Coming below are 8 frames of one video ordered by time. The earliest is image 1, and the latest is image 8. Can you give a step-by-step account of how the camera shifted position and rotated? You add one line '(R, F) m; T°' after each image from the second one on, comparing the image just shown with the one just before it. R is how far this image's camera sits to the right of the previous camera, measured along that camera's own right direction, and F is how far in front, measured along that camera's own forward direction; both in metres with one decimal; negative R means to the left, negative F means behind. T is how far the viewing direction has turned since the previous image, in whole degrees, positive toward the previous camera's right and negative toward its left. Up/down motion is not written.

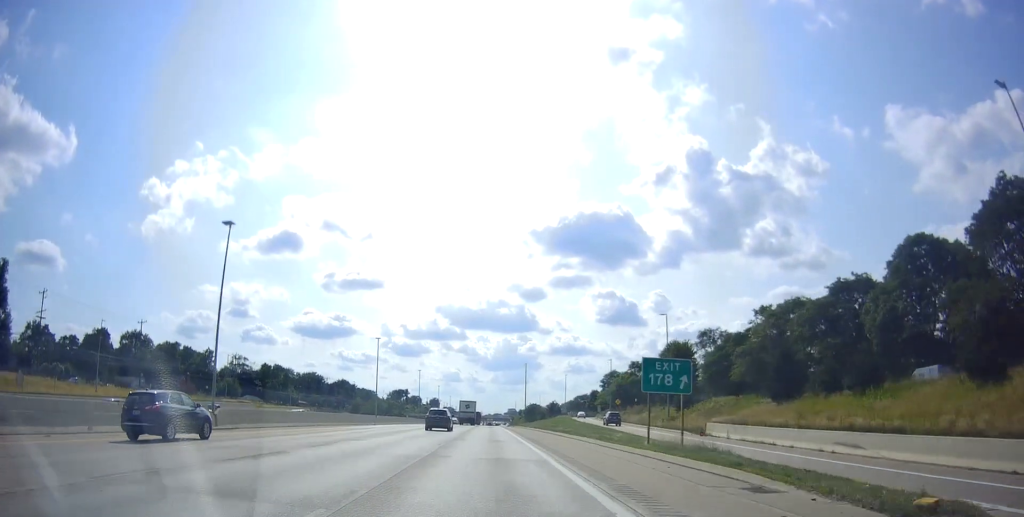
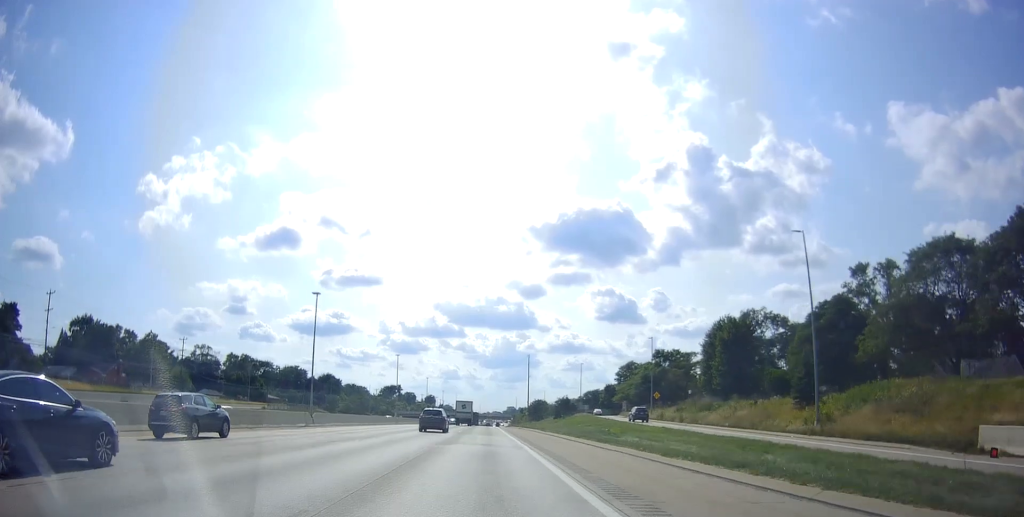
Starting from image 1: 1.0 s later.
(+0.3, +32.6) m; 0°
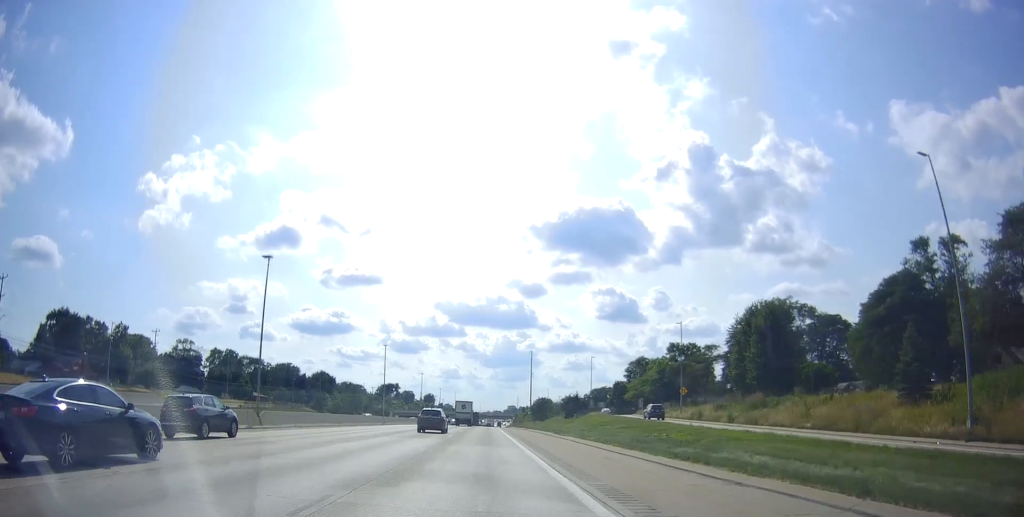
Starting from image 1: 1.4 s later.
(+0.2, +14.1) m; 0°
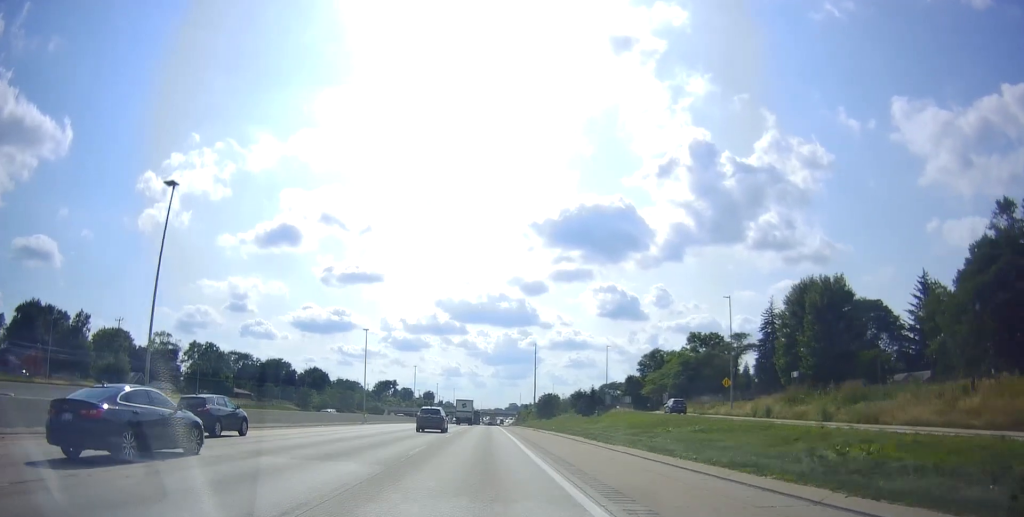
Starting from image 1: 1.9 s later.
(-0.2, +16.2) m; -1°
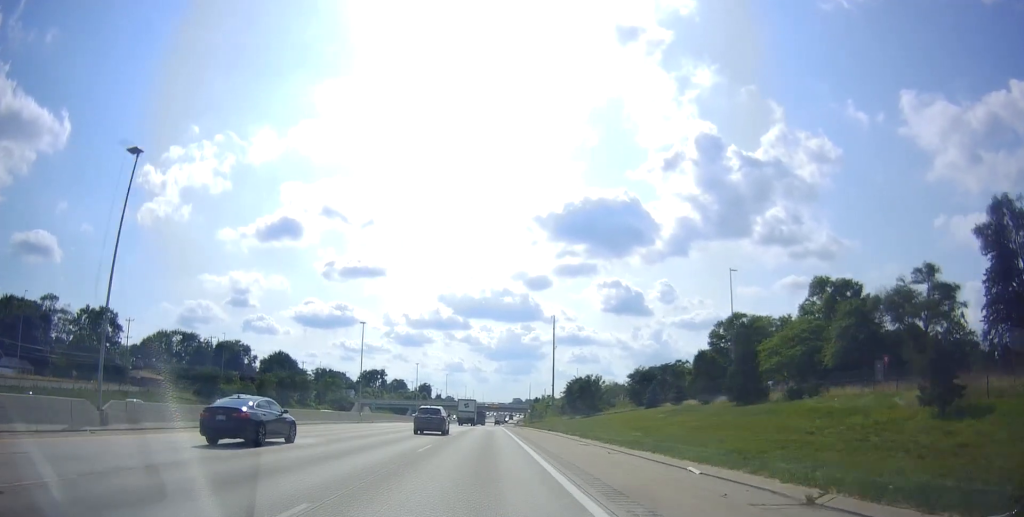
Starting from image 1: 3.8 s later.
(-0.9, +59.4) m; -1°
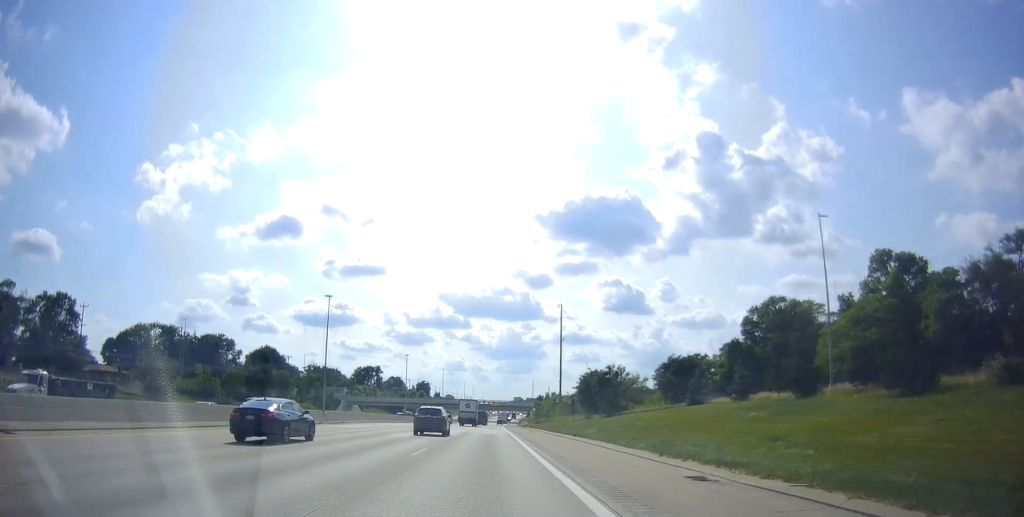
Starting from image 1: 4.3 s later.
(-0.3, +17.3) m; 0°
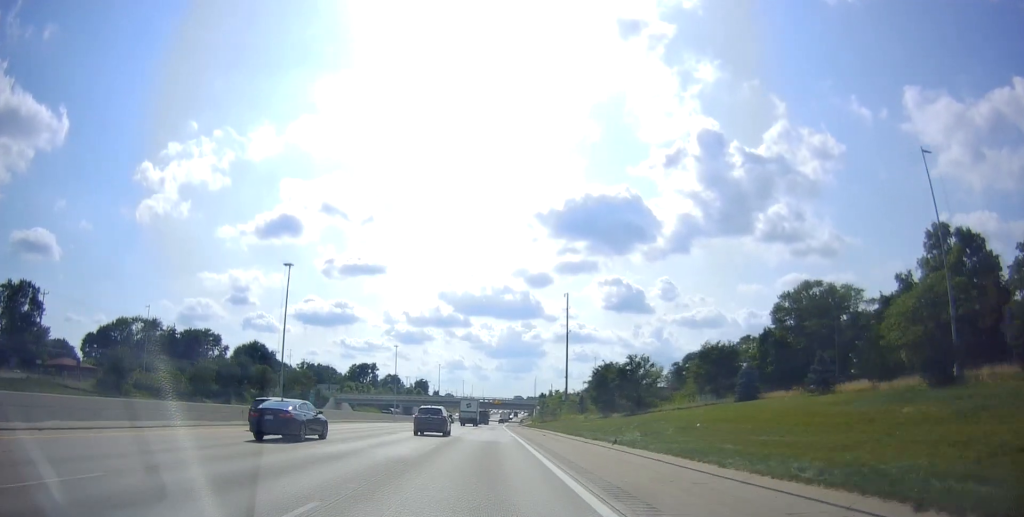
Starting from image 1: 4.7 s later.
(+0.1, +13.0) m; 0°
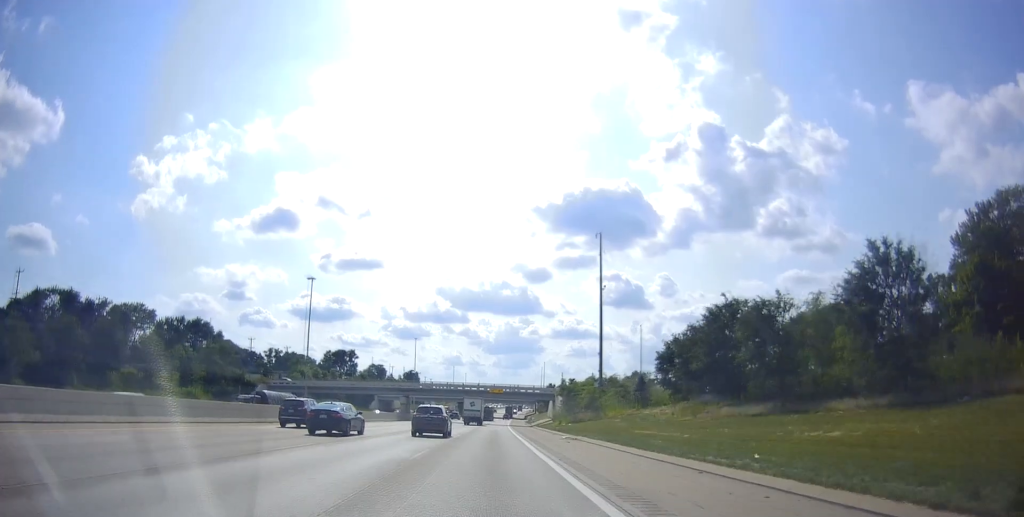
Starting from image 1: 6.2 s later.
(+0.5, +47.7) m; +1°
